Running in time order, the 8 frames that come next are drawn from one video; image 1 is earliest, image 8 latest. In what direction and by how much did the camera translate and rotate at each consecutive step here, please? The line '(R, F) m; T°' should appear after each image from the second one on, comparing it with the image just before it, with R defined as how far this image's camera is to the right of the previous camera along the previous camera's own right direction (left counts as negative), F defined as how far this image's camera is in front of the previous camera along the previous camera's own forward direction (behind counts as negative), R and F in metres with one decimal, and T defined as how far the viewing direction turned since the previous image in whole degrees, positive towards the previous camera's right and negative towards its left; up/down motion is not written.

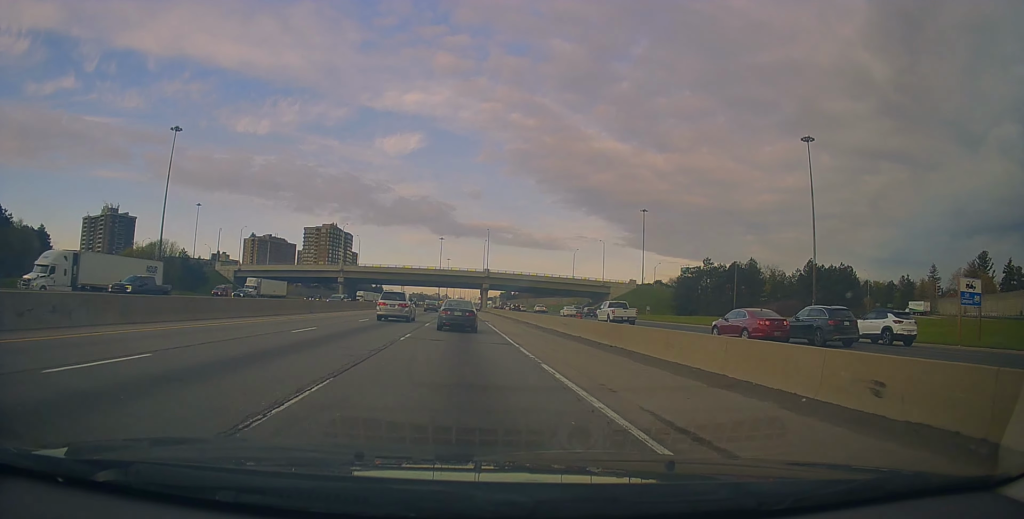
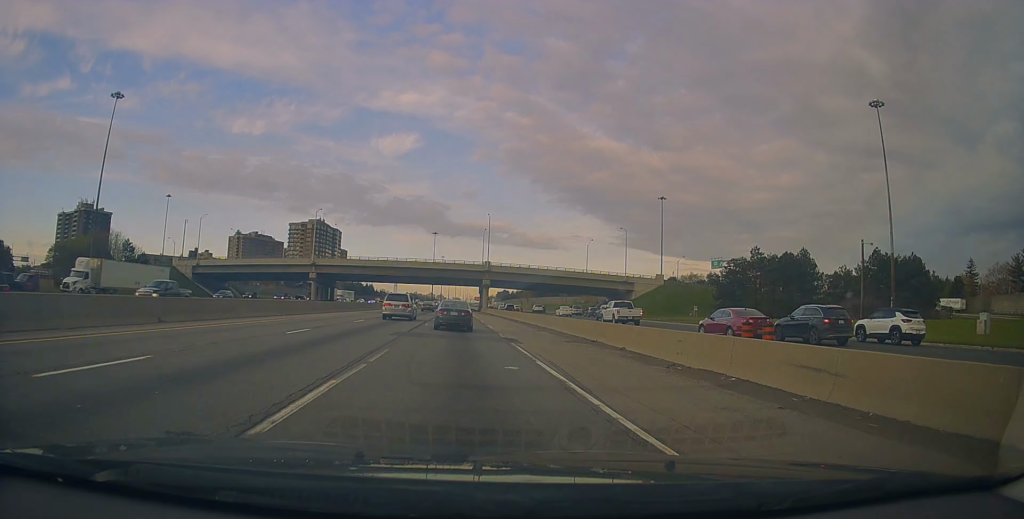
(-0.1, +24.2) m; 0°
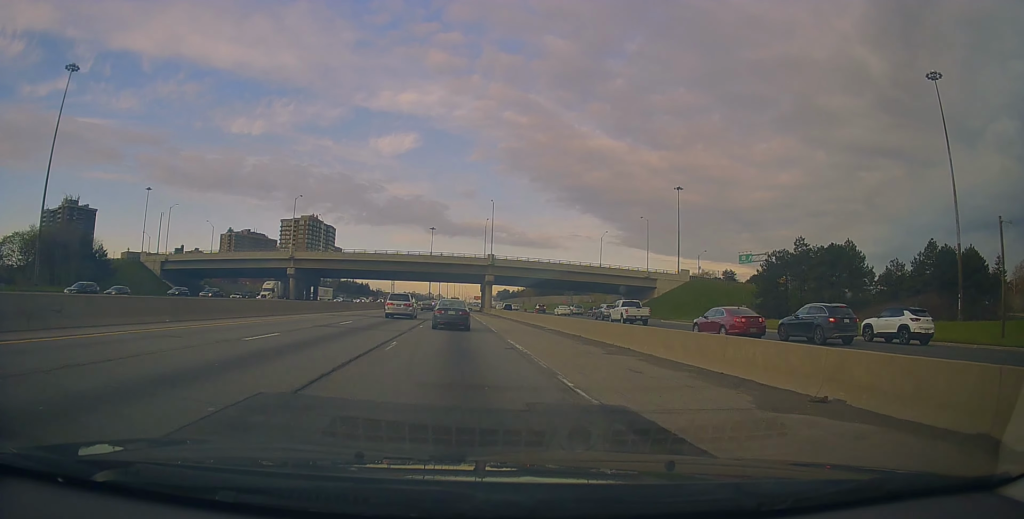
(+0.1, +15.1) m; 0°
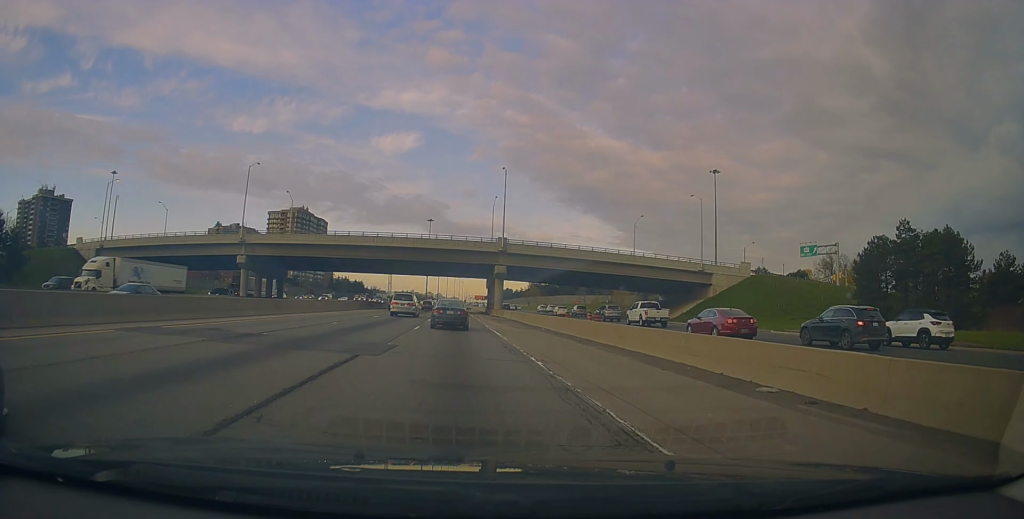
(-0.1, +25.4) m; 0°
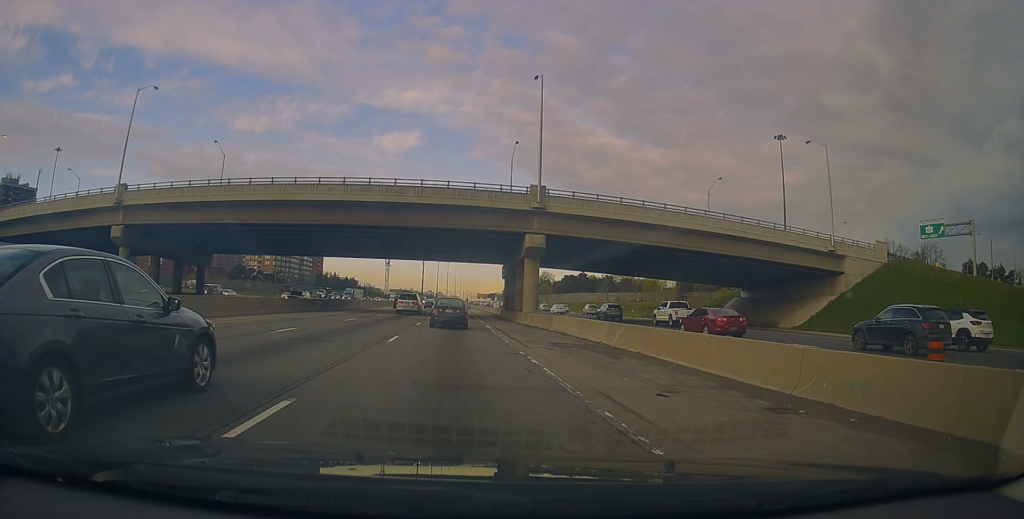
(+0.2, +33.6) m; 0°
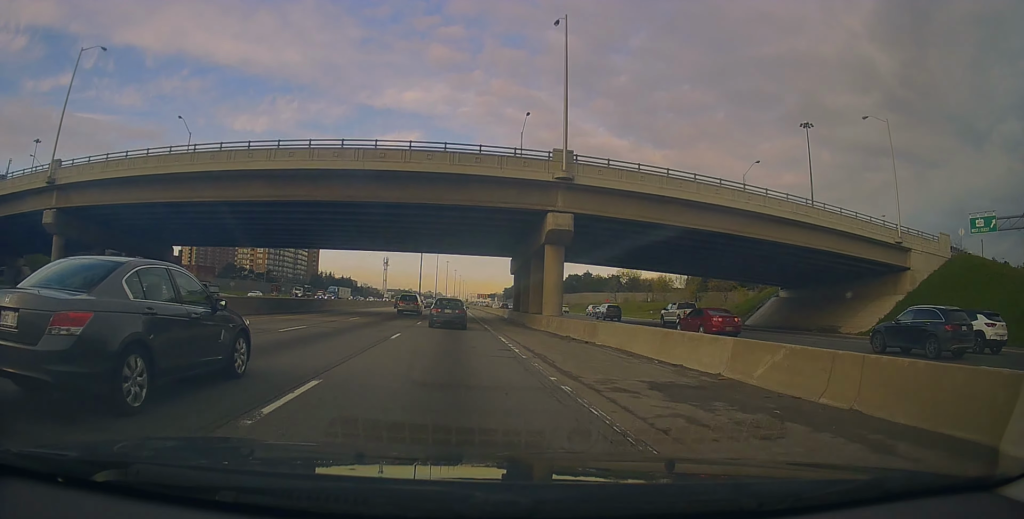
(-0.2, +10.7) m; 0°
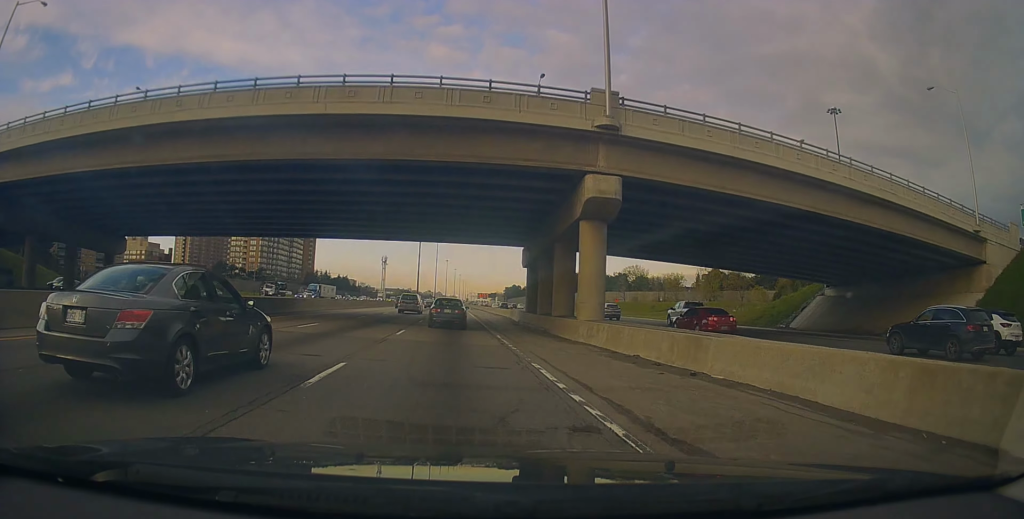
(-0.1, +9.9) m; 0°
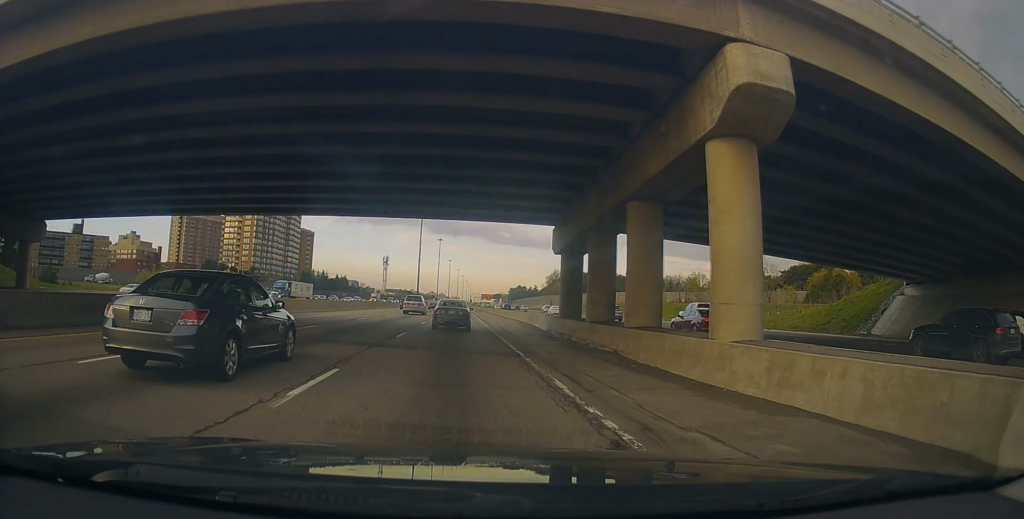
(+0.1, +13.0) m; +1°
